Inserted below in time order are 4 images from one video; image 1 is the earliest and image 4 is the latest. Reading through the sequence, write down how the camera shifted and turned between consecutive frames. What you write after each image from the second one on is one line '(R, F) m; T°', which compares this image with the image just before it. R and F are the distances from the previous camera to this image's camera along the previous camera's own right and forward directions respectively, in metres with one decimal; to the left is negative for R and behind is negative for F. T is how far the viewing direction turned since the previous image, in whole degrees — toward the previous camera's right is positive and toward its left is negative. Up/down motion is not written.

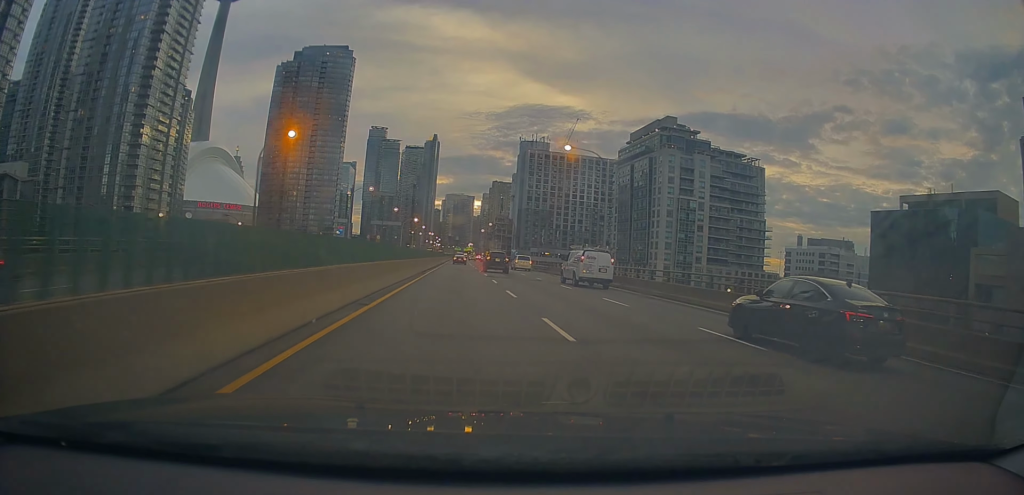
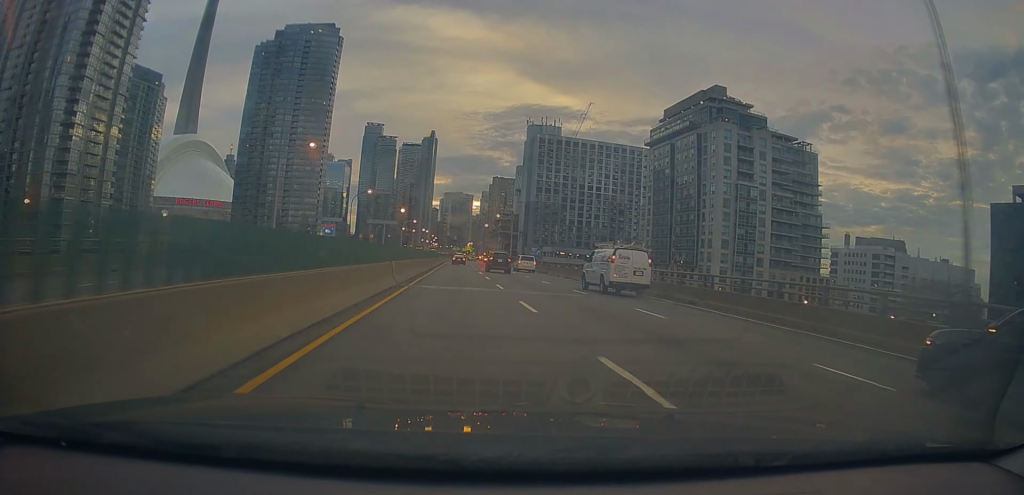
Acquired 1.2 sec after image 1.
(+0.3, +32.1) m; 0°
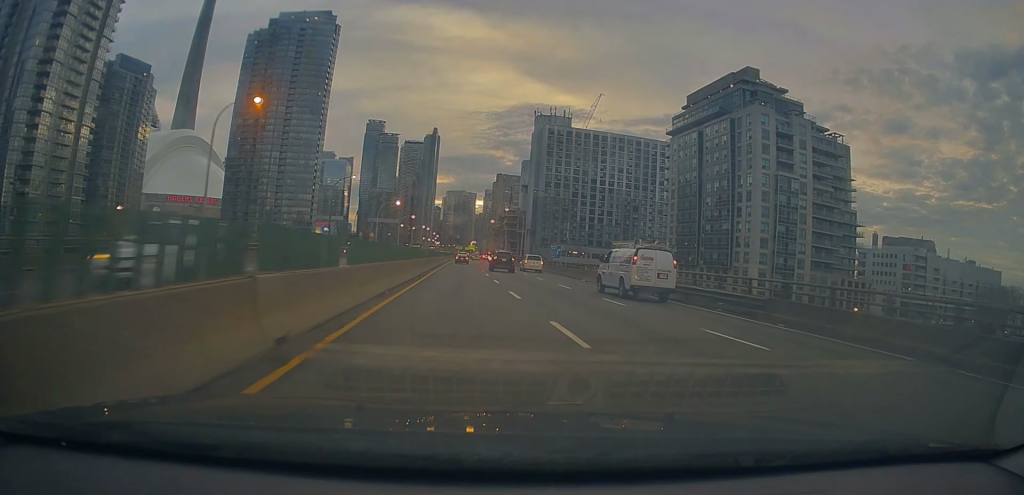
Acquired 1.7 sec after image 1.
(-0.3, +14.3) m; 0°
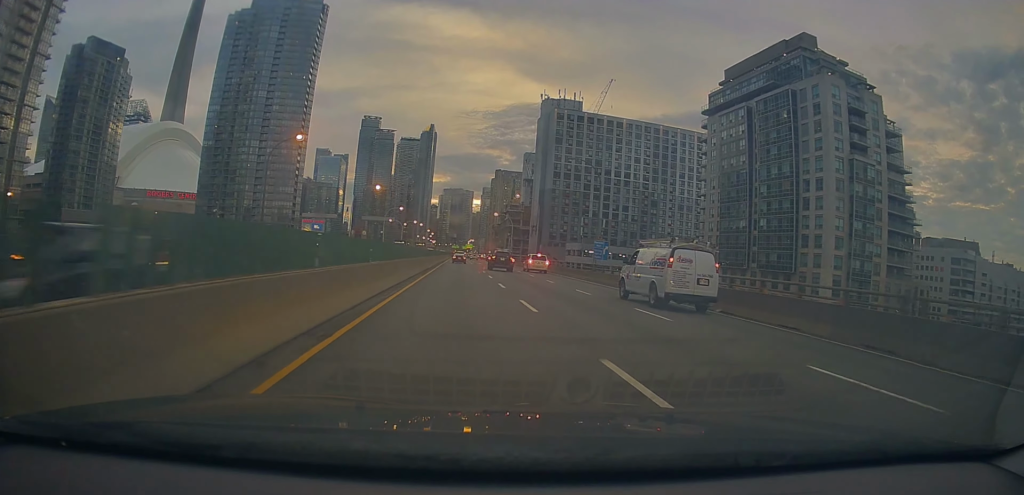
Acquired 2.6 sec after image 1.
(+0.4, +22.4) m; 0°
